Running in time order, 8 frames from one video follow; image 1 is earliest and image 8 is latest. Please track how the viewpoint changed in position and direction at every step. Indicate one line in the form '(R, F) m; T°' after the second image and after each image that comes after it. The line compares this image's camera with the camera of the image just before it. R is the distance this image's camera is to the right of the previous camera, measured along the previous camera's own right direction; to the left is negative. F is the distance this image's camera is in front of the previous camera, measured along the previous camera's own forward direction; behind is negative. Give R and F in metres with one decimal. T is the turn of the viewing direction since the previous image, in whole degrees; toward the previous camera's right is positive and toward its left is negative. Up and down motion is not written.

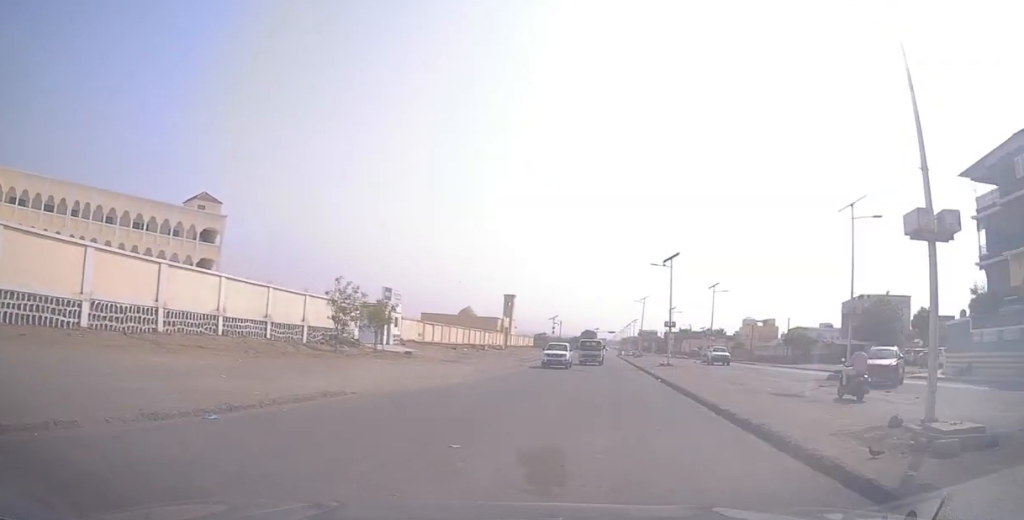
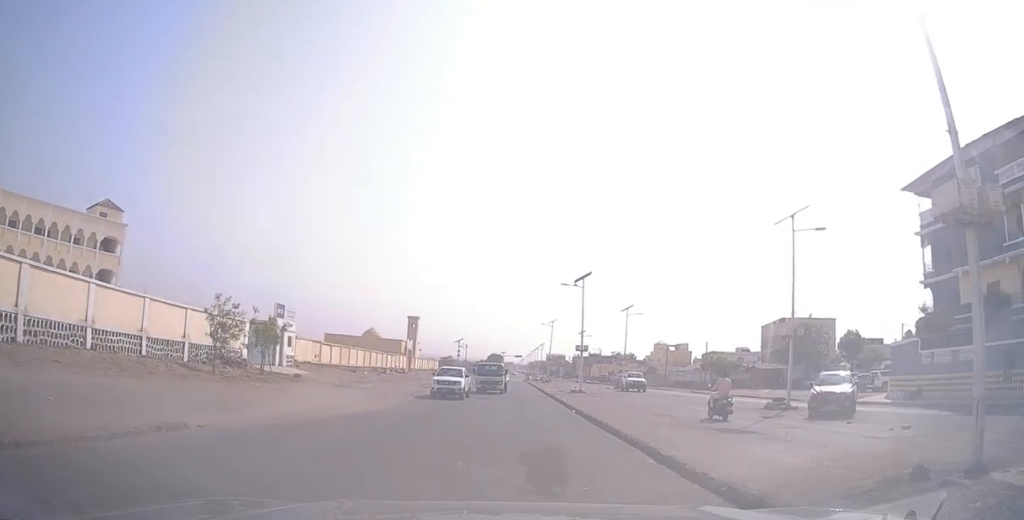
(0.0, +3.6) m; 0°
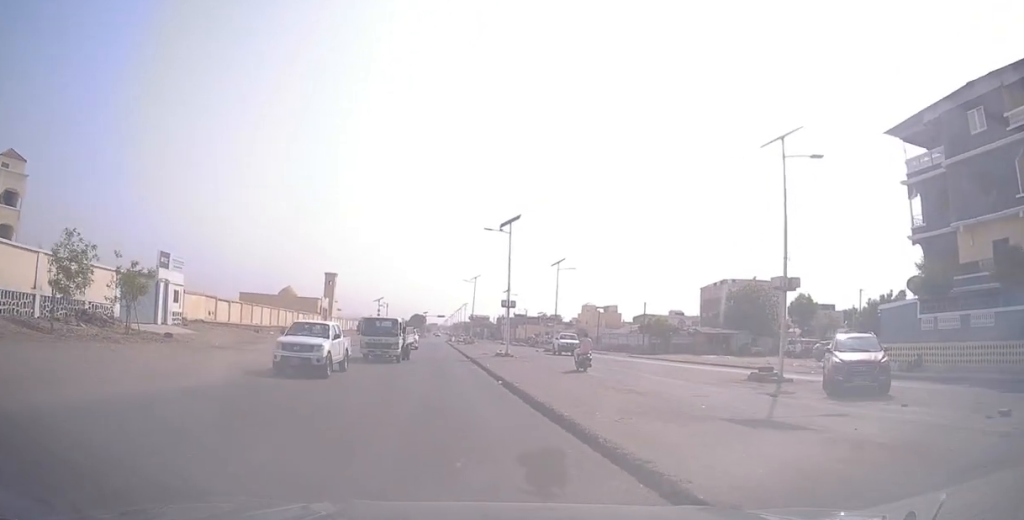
(0.0, +6.5) m; 0°
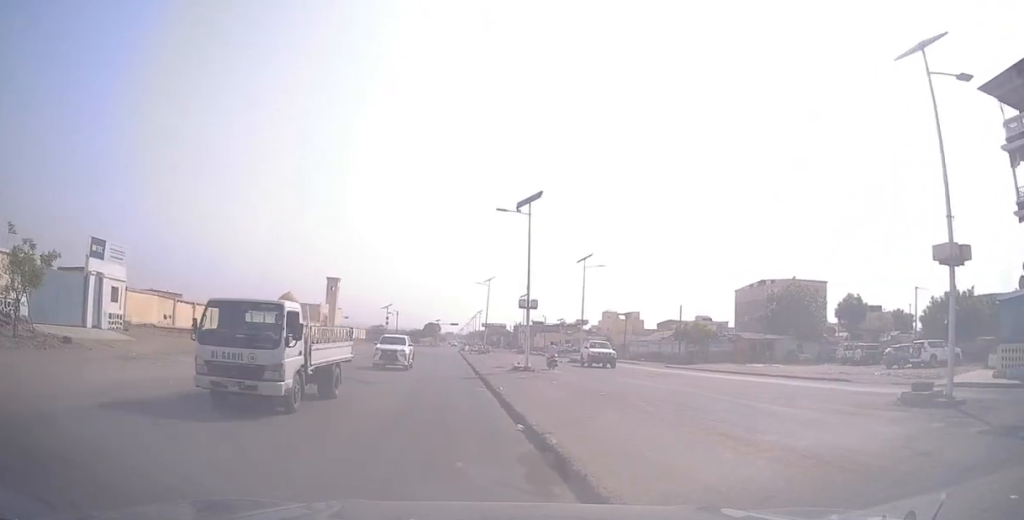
(+0.2, +8.4) m; +3°
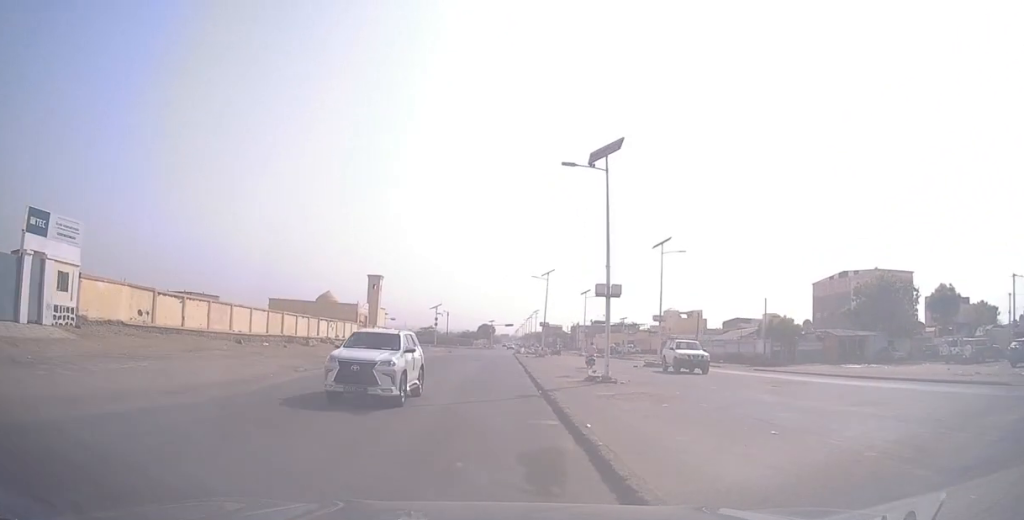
(-0.2, +7.5) m; -4°
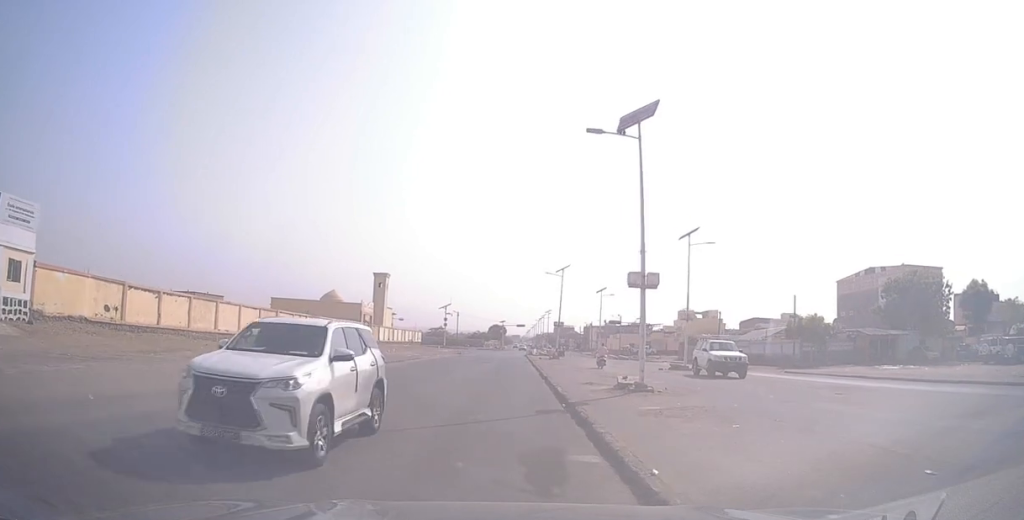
(0.0, +3.5) m; -2°
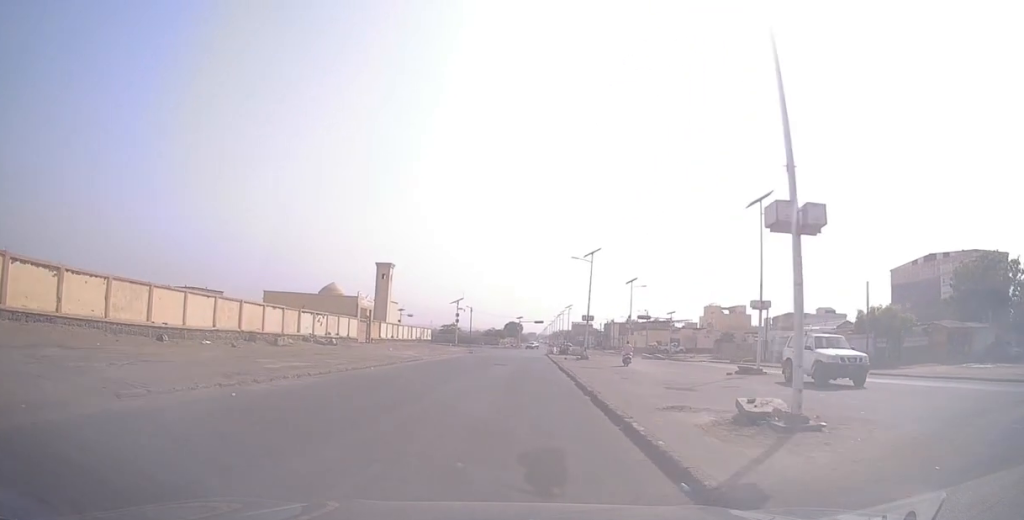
(-0.3, +10.5) m; 0°
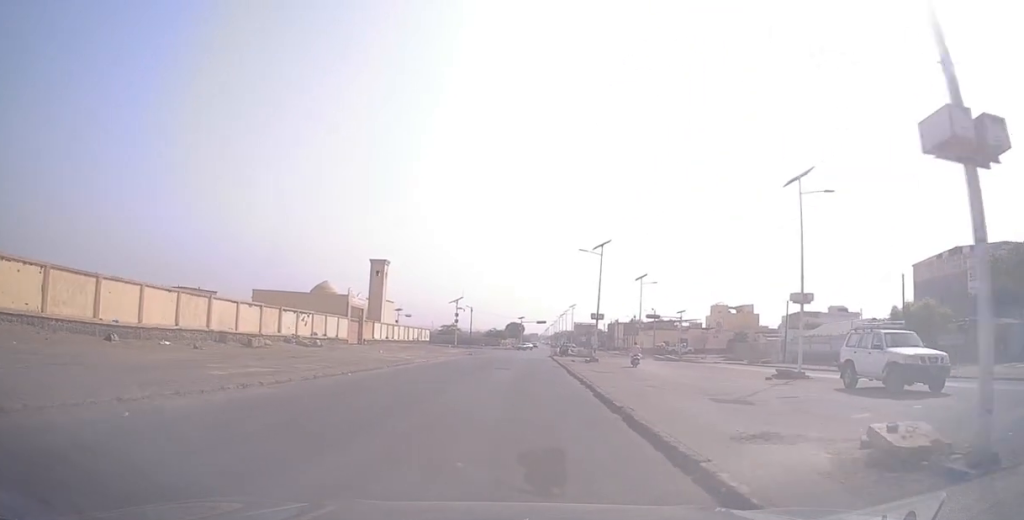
(+0.1, +5.0) m; +1°
